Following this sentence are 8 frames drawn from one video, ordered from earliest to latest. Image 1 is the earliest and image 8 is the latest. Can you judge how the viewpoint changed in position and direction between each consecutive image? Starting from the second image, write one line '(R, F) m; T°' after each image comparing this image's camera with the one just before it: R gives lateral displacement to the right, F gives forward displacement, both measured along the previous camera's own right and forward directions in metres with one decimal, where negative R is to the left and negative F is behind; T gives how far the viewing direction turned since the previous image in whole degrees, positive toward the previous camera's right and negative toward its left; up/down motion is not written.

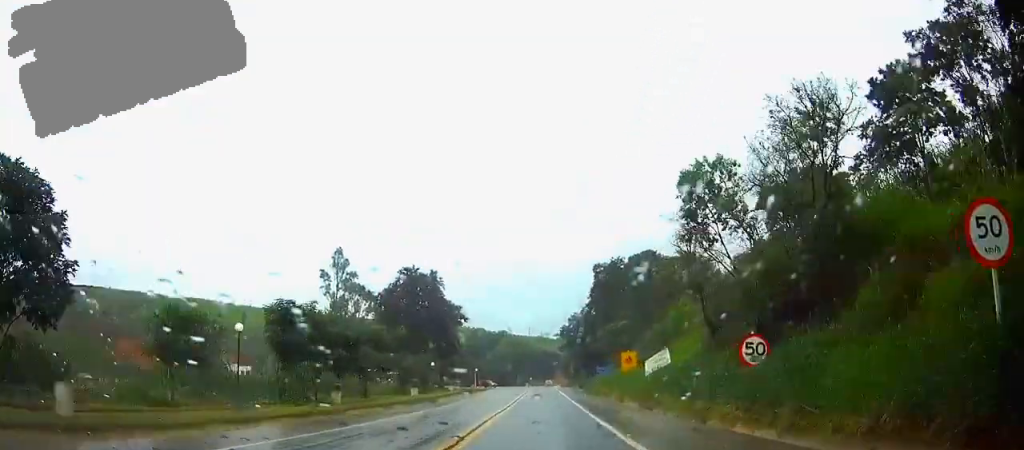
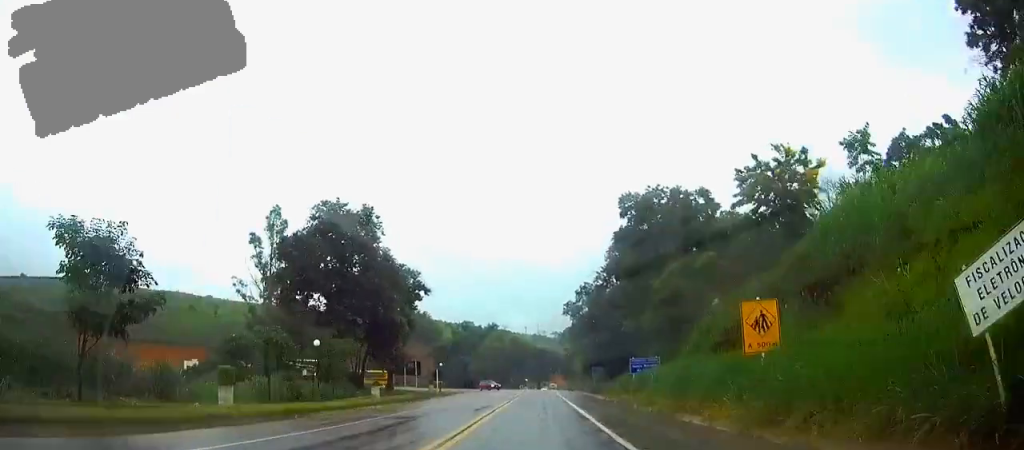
(0.0, +31.8) m; 0°
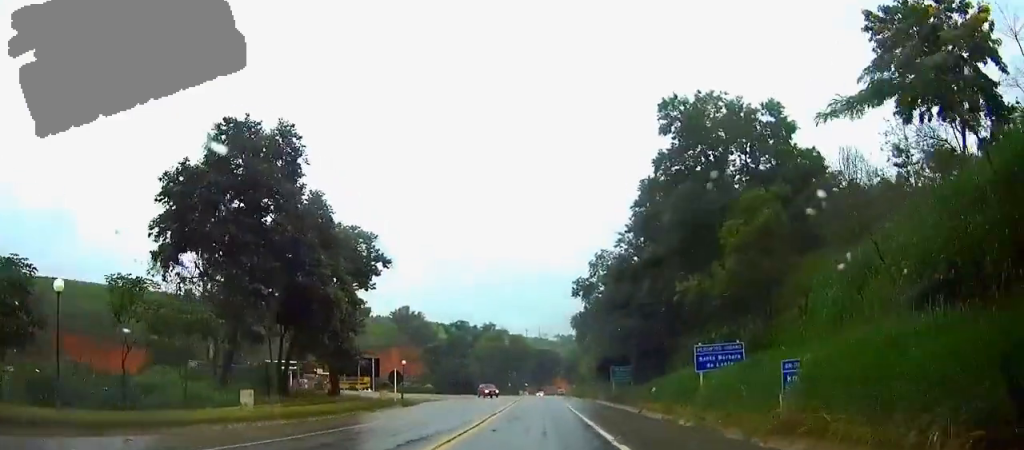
(+0.1, +18.9) m; 0°
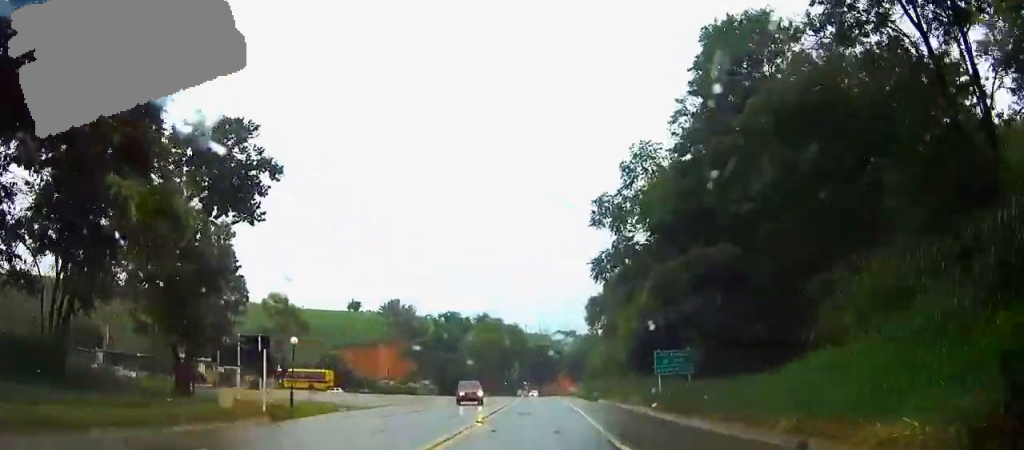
(0.0, +22.3) m; 0°
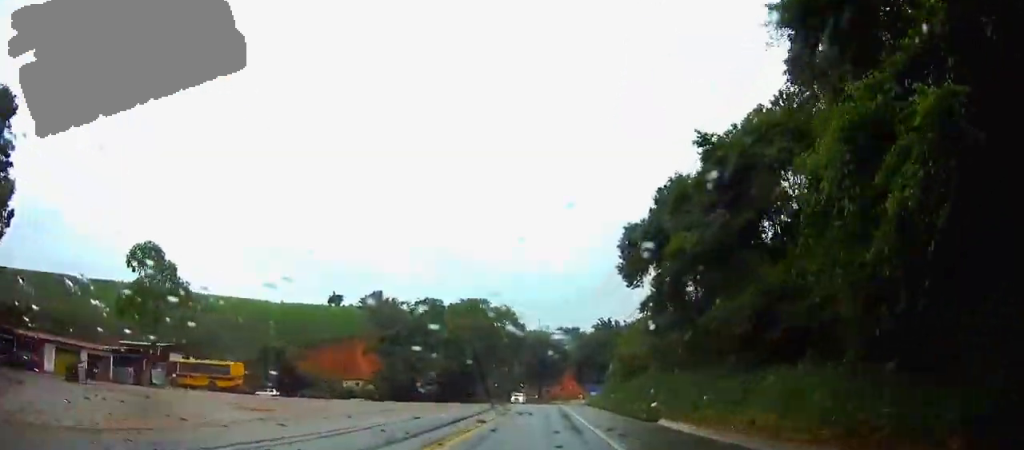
(-0.2, +32.0) m; 0°
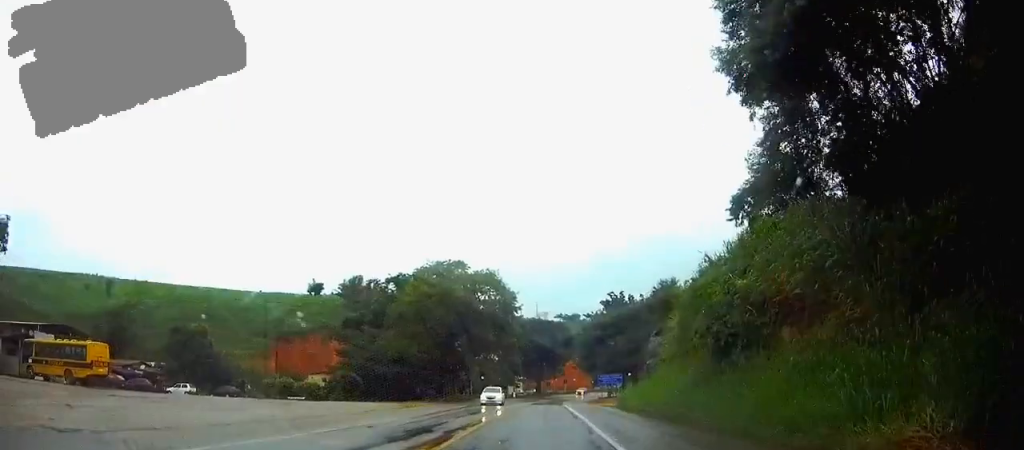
(0.0, +24.8) m; 0°
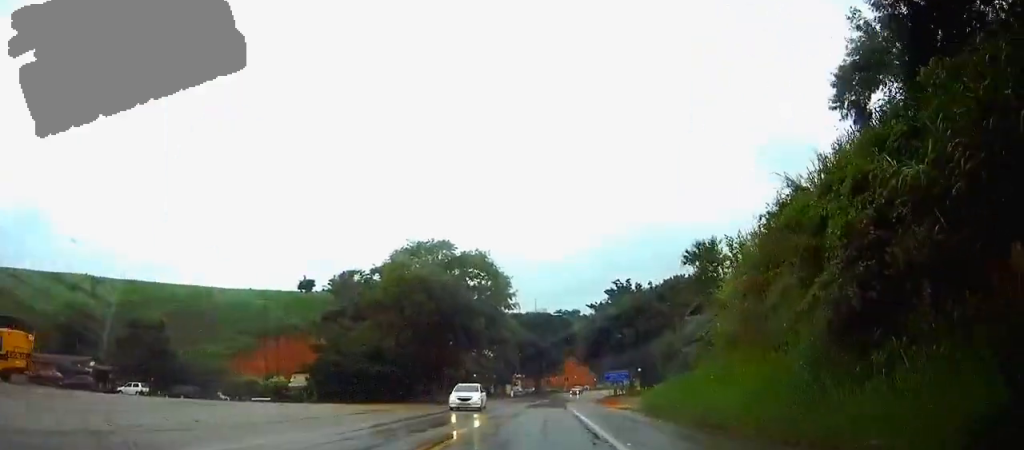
(0.0, +9.8) m; 0°
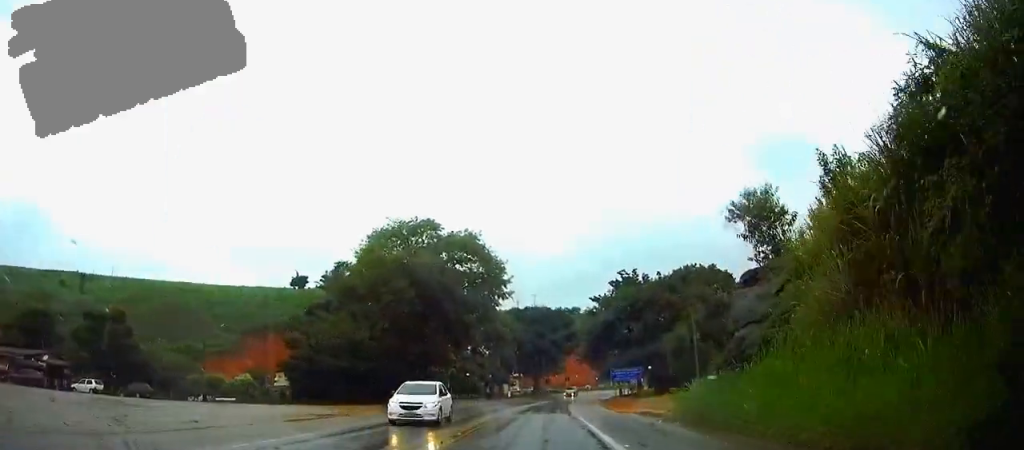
(0.0, +7.9) m; 0°
